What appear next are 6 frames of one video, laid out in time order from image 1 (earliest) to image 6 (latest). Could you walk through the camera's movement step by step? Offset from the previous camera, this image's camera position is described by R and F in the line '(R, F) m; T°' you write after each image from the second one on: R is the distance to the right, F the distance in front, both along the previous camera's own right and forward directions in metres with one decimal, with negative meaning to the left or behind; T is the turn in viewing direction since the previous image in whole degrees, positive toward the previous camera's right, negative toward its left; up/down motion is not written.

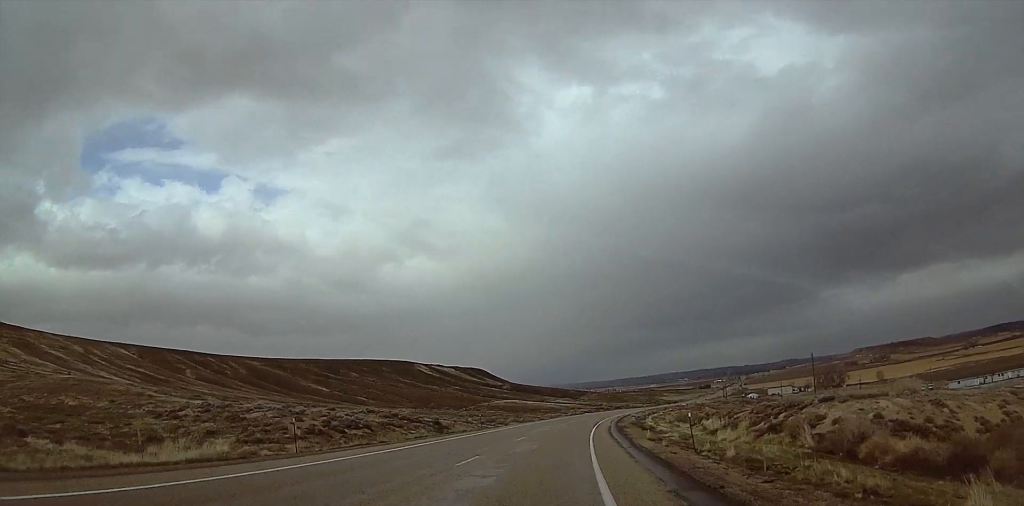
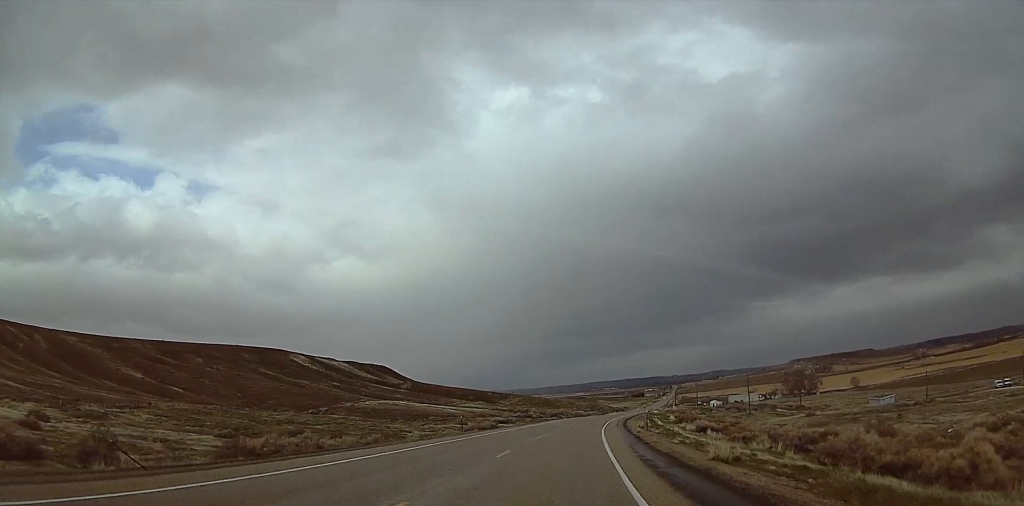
(+4.1, +88.1) m; +5°
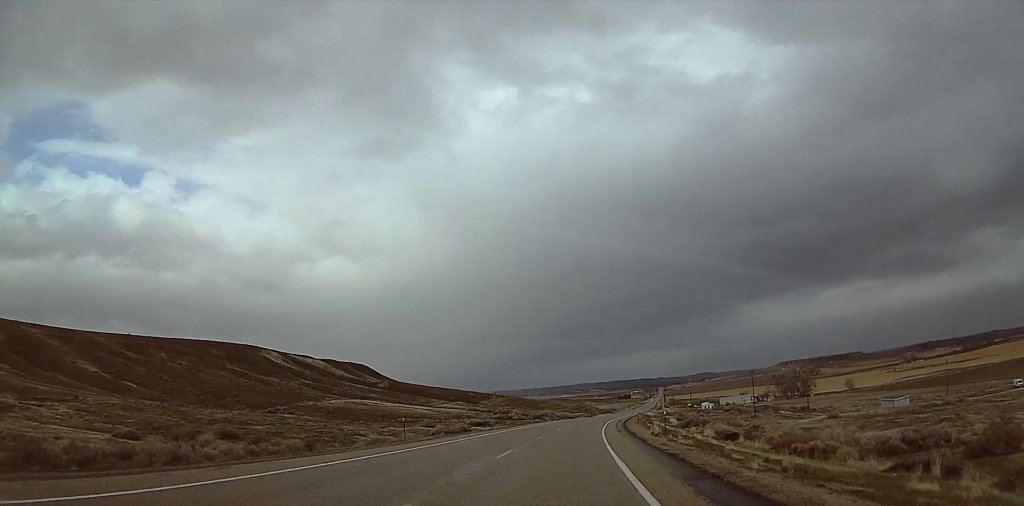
(+0.1, +15.4) m; +1°
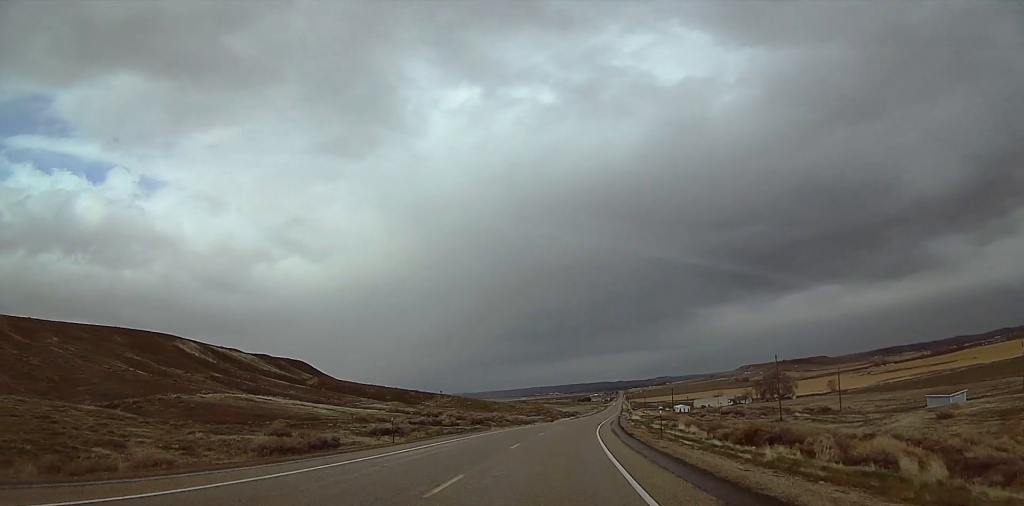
(+1.2, +40.3) m; +4°
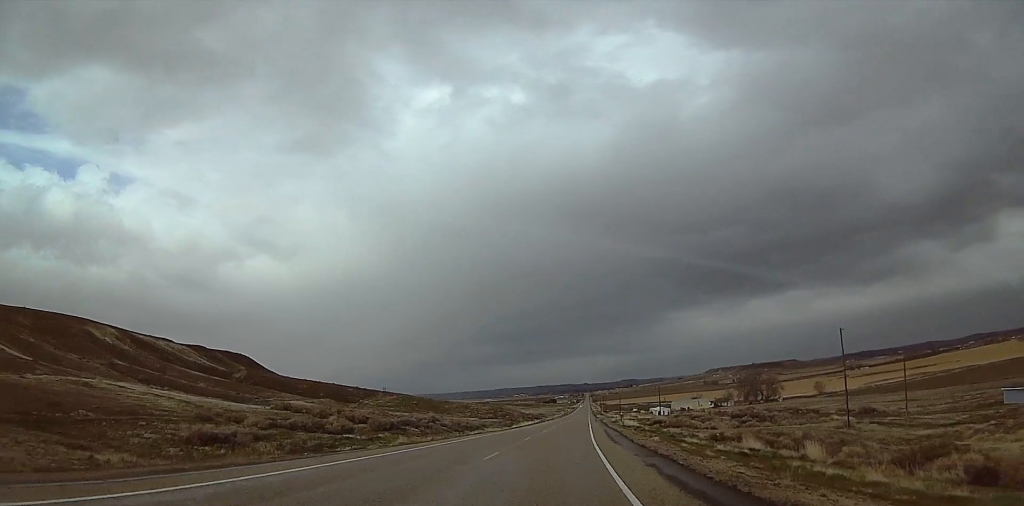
(+1.2, +36.0) m; +1°
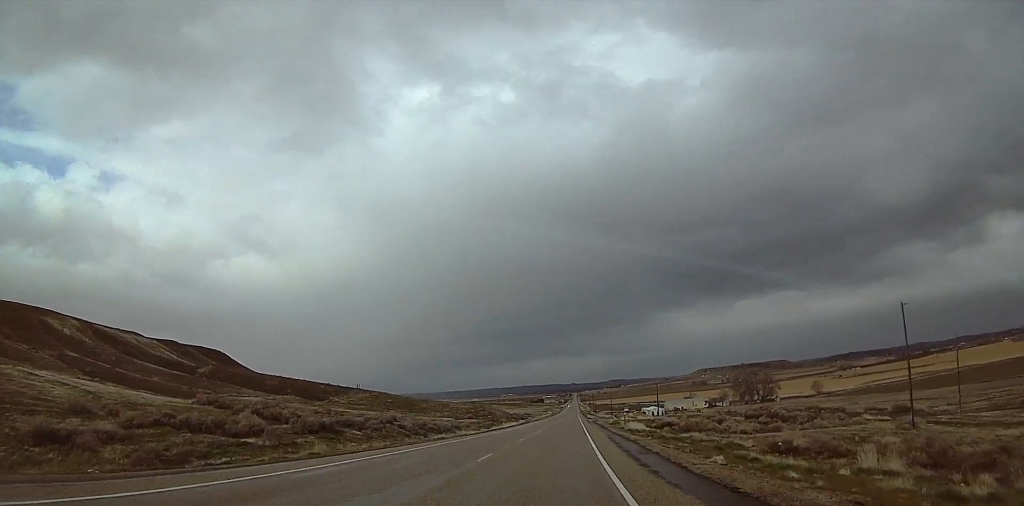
(-0.3, +16.4) m; 0°
